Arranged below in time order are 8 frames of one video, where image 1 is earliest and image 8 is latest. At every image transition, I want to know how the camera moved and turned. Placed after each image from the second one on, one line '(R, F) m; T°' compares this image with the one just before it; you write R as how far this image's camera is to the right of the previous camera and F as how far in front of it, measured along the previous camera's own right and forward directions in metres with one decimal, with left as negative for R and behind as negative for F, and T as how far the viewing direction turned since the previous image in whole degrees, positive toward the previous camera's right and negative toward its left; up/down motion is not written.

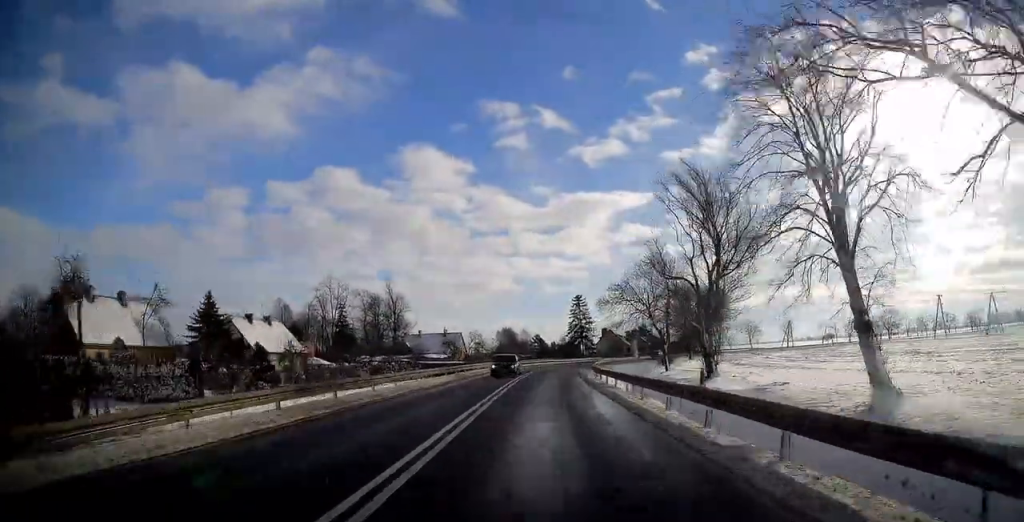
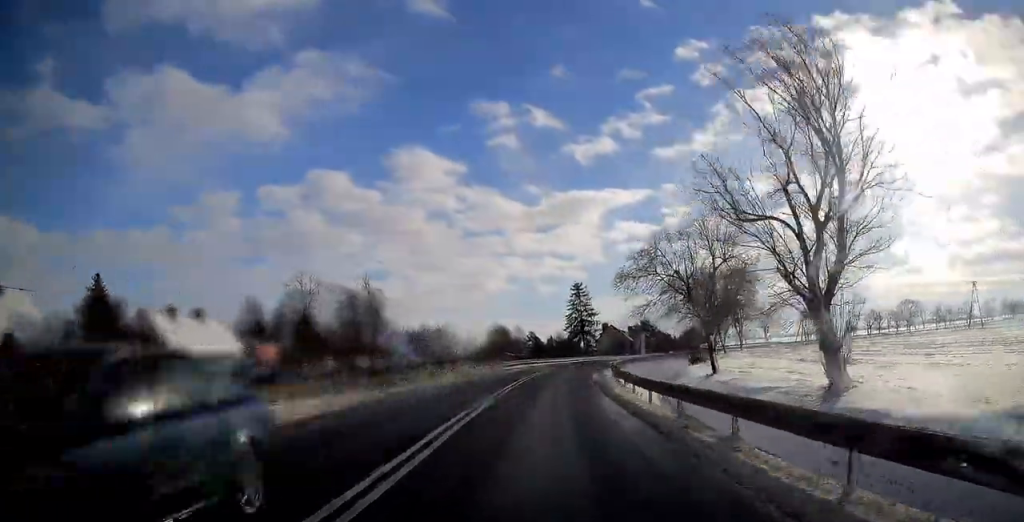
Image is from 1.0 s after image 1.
(-0.1, +18.1) m; +1°
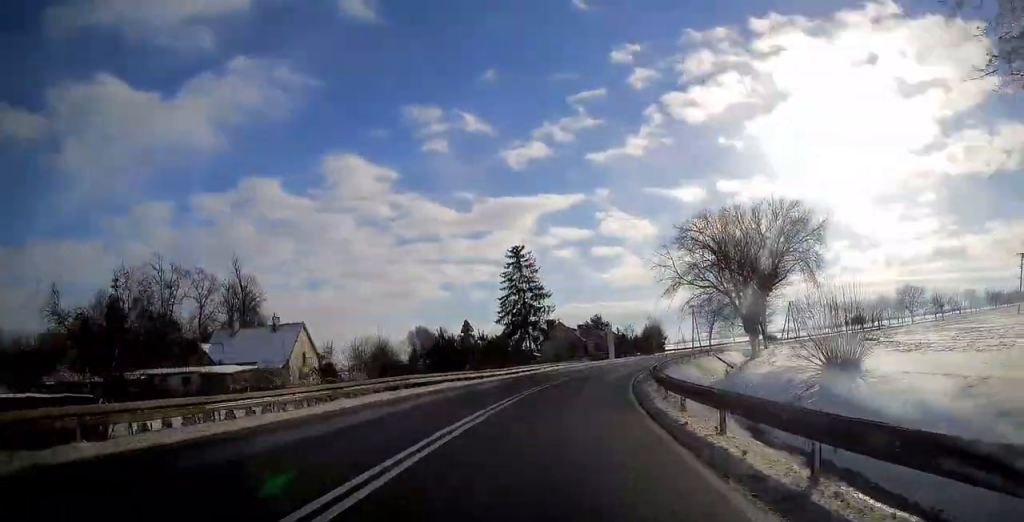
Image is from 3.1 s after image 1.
(+1.7, +39.4) m; +7°
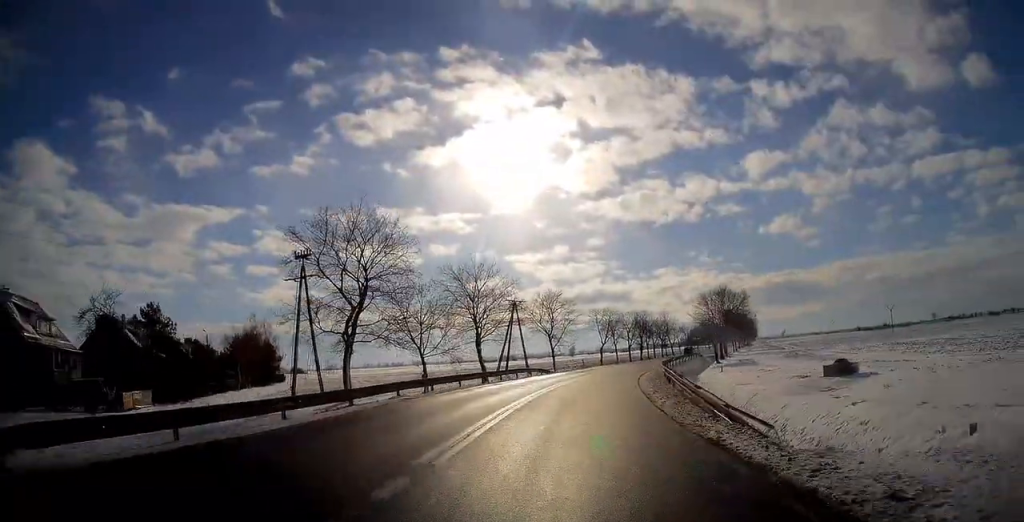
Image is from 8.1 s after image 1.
(+22.3, +84.4) m; +31°
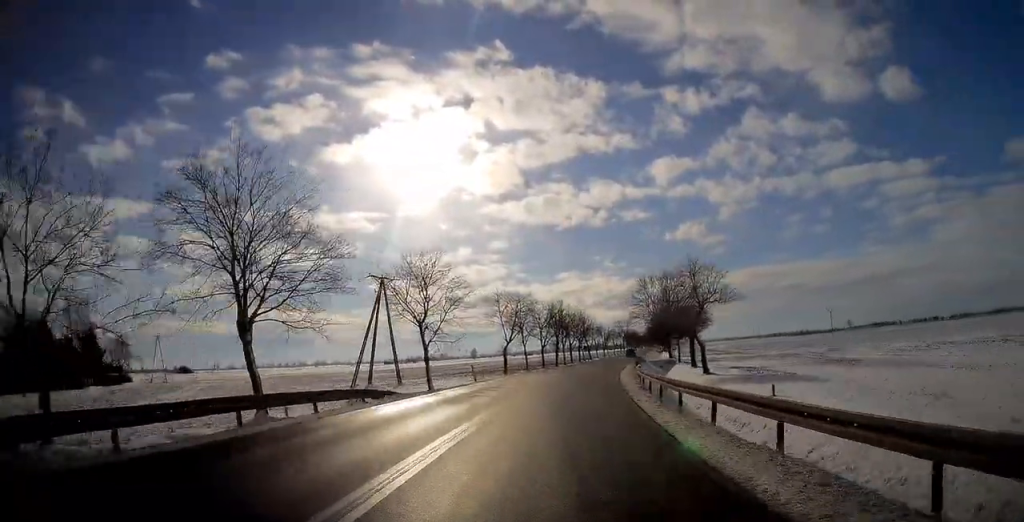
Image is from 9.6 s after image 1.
(+2.6, +28.5) m; +8°
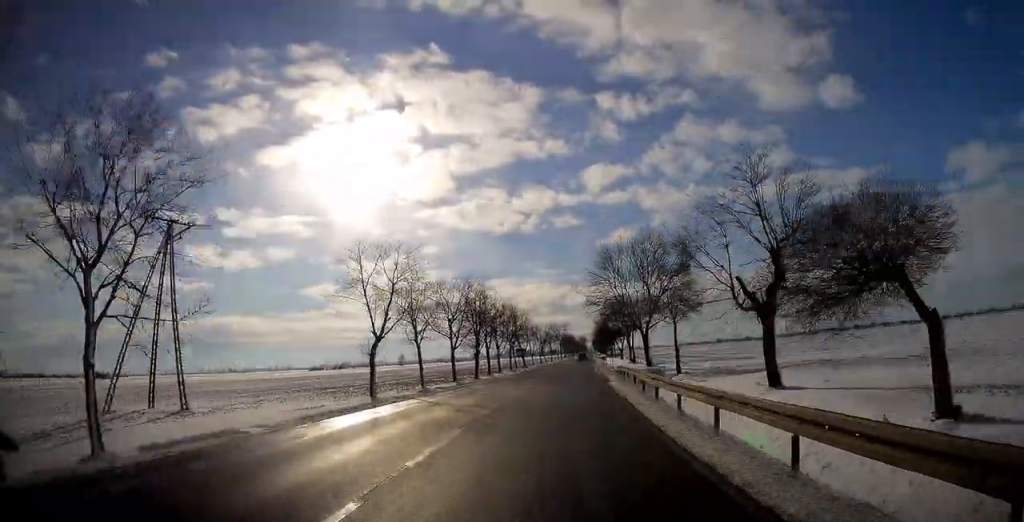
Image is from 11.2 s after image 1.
(+2.0, +29.8) m; +6°
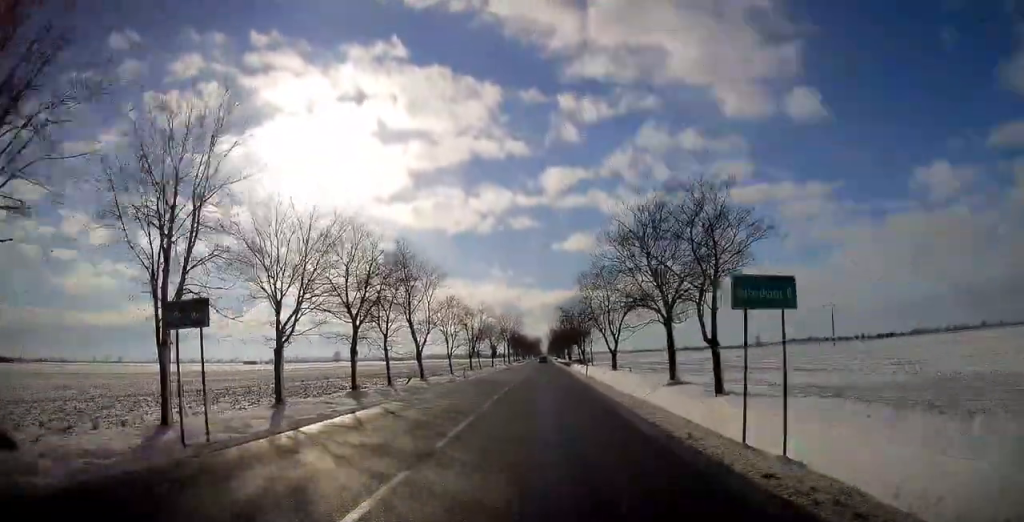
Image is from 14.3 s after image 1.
(+3.5, +58.6) m; +5°
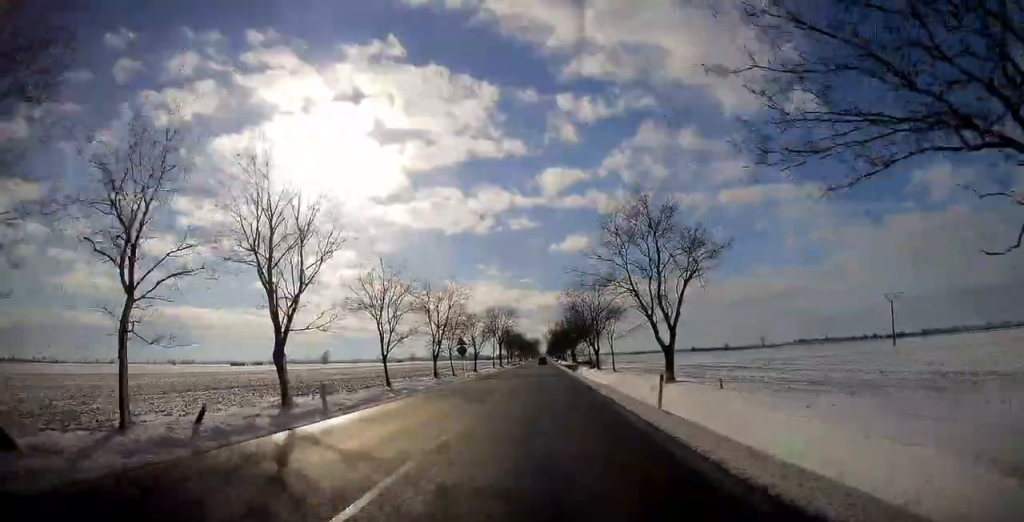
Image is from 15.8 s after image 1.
(+0.2, +30.0) m; 0°
